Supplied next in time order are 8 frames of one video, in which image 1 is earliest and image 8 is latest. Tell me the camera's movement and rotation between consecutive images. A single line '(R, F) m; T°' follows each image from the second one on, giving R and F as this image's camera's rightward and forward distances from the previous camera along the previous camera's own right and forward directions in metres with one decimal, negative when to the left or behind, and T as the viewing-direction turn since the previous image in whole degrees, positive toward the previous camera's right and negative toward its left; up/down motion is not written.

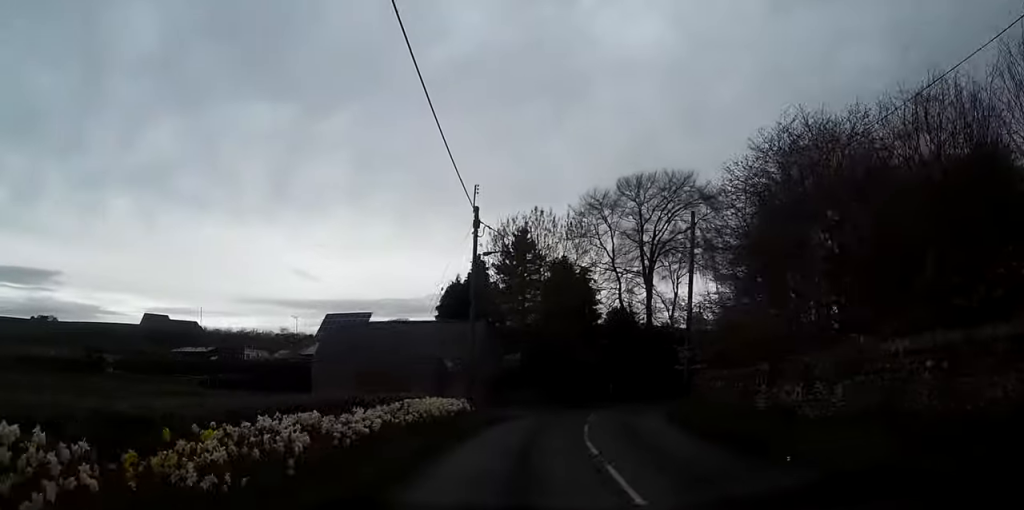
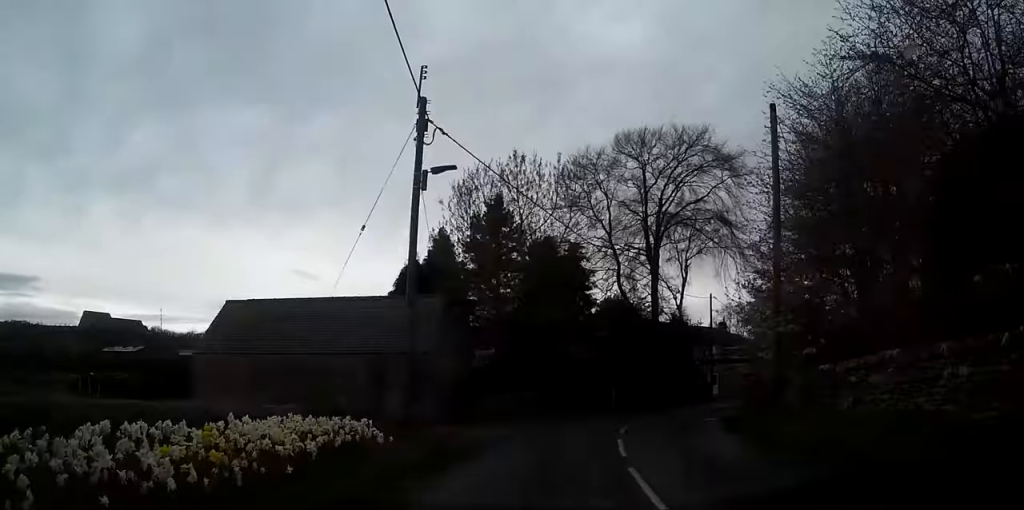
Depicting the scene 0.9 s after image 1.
(+0.3, +12.2) m; +4°
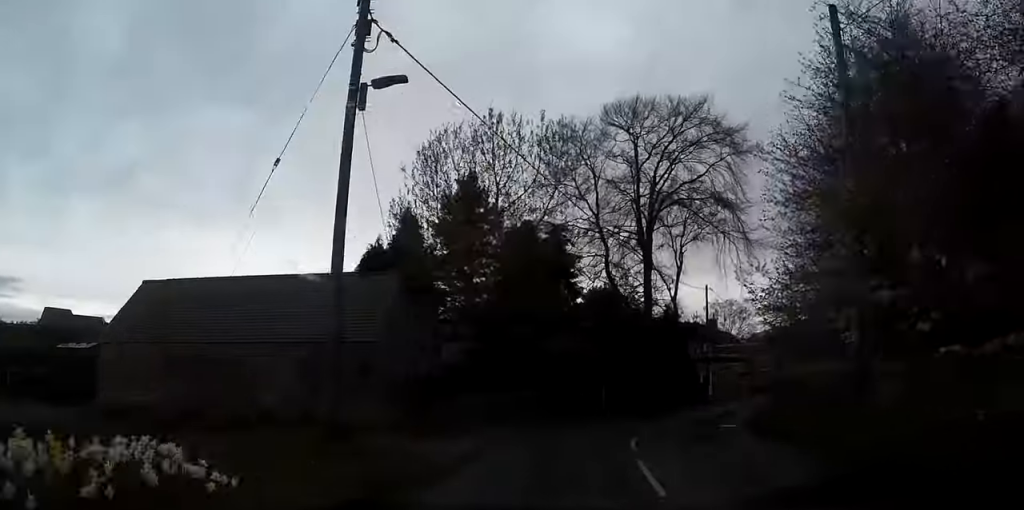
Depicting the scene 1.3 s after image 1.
(-0.1, +5.4) m; +2°
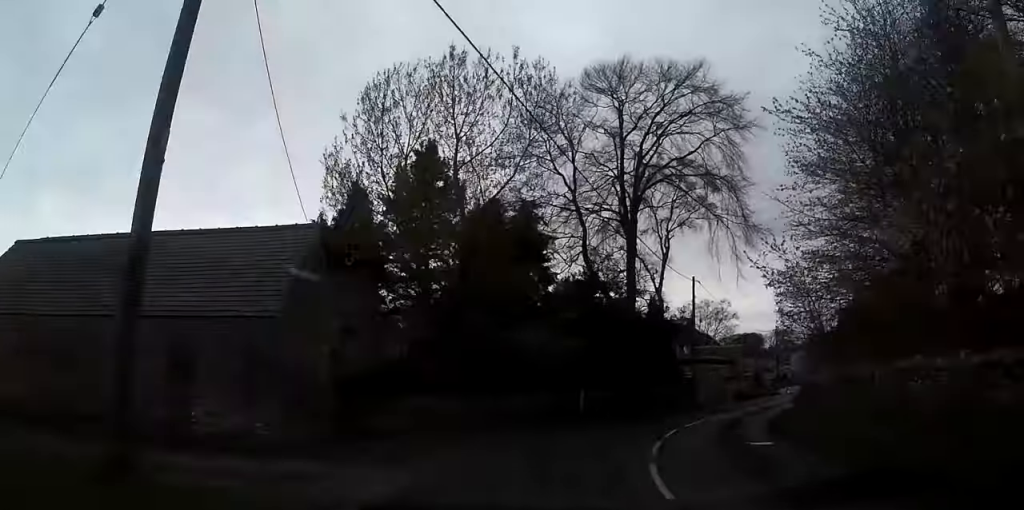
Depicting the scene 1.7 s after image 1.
(+0.3, +5.8) m; +3°
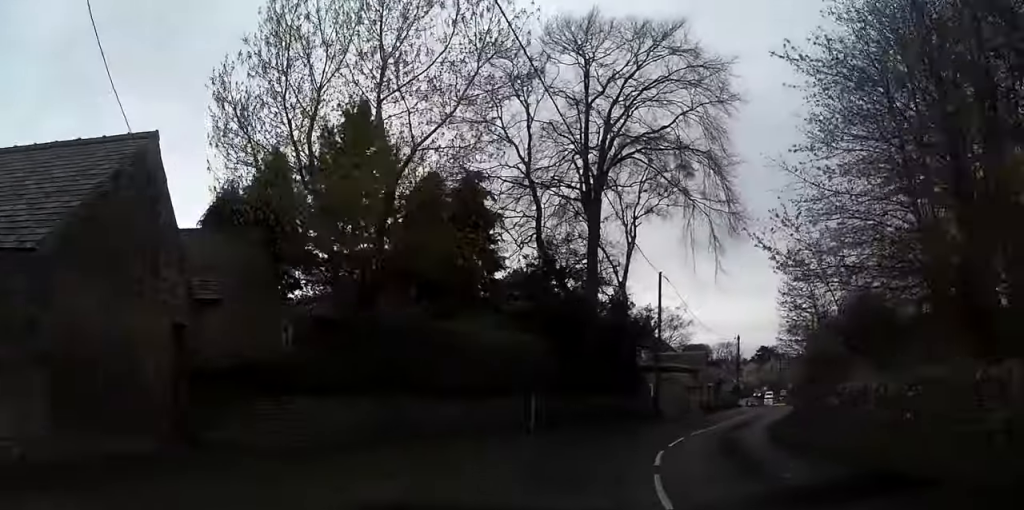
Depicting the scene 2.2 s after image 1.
(-0.1, +5.8) m; +3°
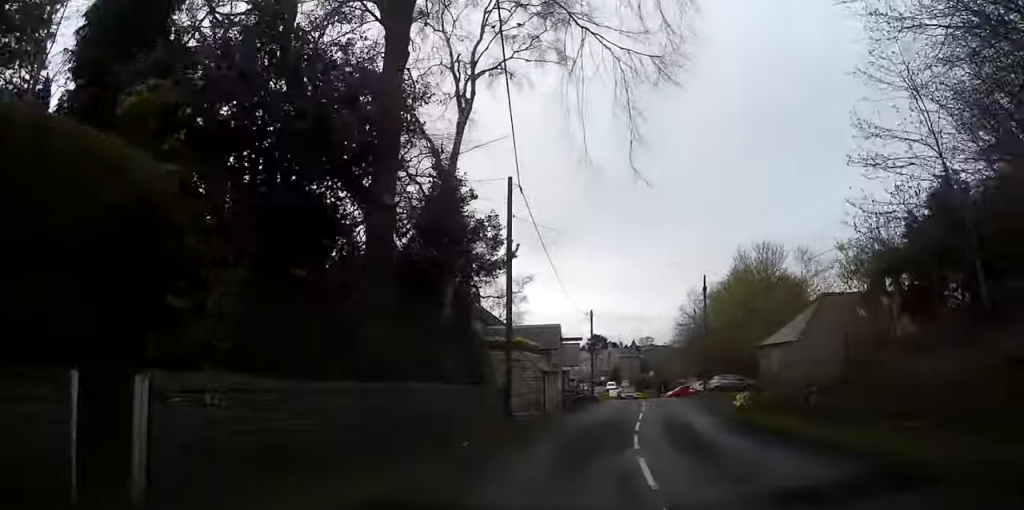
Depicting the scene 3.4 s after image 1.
(+1.6, +16.4) m; +10°
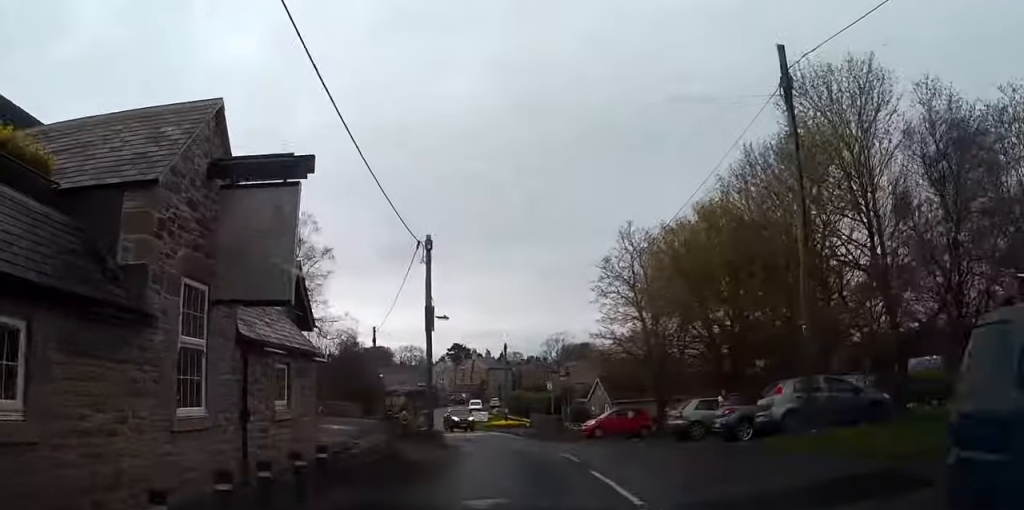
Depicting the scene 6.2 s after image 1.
(+5.5, +33.5) m; +13°
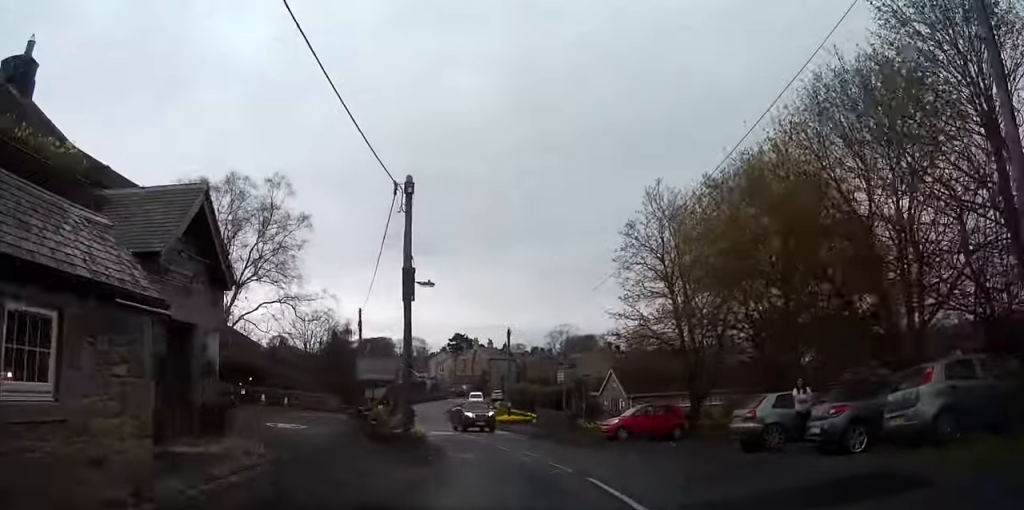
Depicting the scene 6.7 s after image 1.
(-0.1, +6.6) m; -1°
